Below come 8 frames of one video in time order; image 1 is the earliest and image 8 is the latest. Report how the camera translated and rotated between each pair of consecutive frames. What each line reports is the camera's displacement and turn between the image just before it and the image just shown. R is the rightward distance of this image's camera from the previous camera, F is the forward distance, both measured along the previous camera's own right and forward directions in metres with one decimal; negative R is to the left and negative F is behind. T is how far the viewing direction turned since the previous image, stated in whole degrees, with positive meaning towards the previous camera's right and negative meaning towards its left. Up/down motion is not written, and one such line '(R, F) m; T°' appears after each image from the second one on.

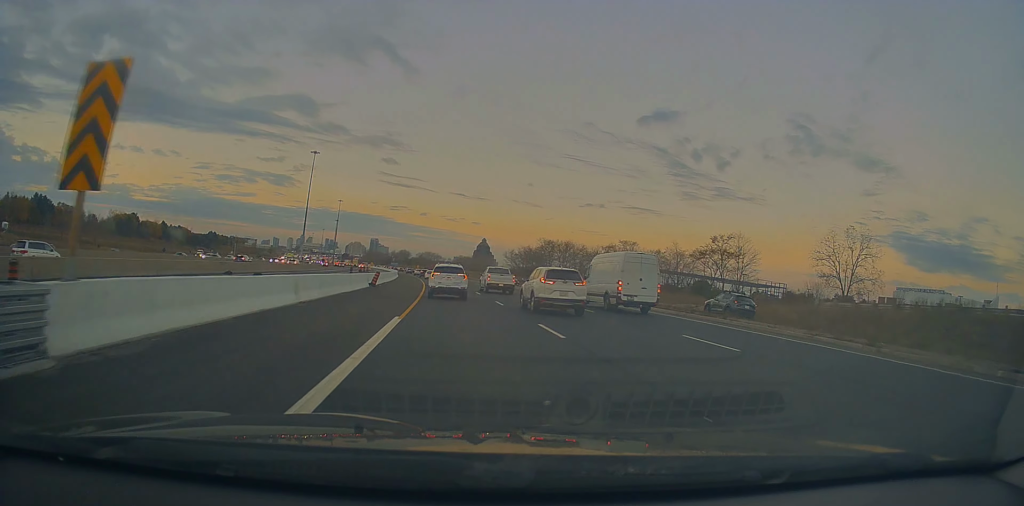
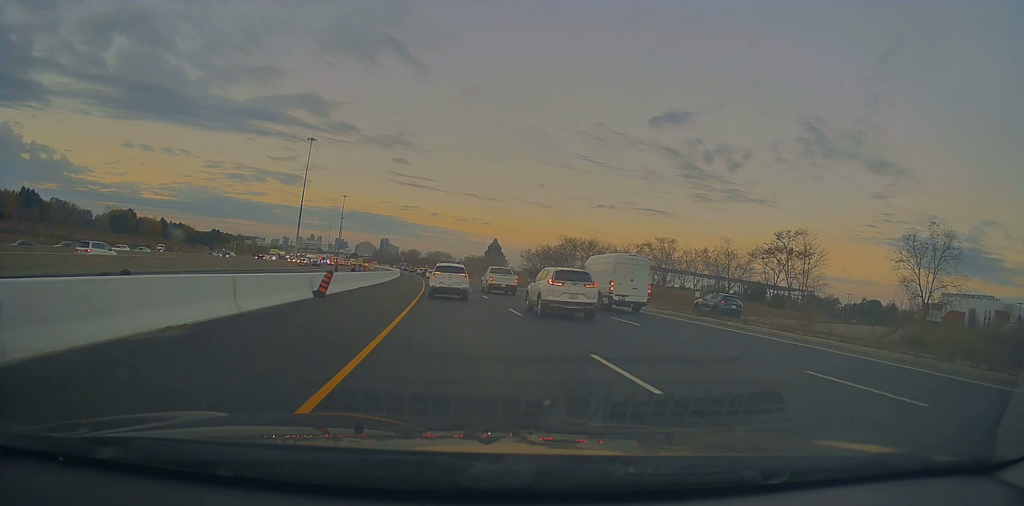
(+0.4, +17.5) m; -1°
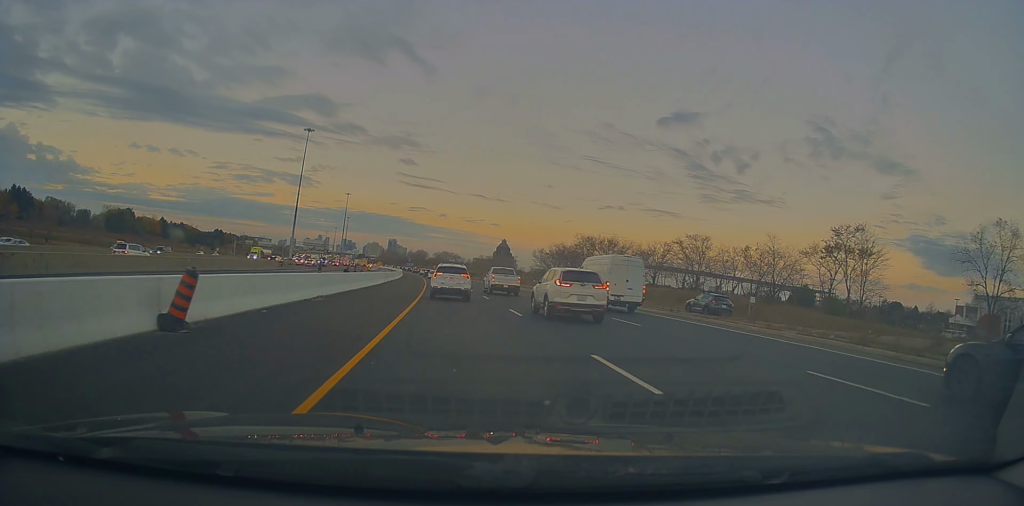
(-0.3, +12.0) m; -1°
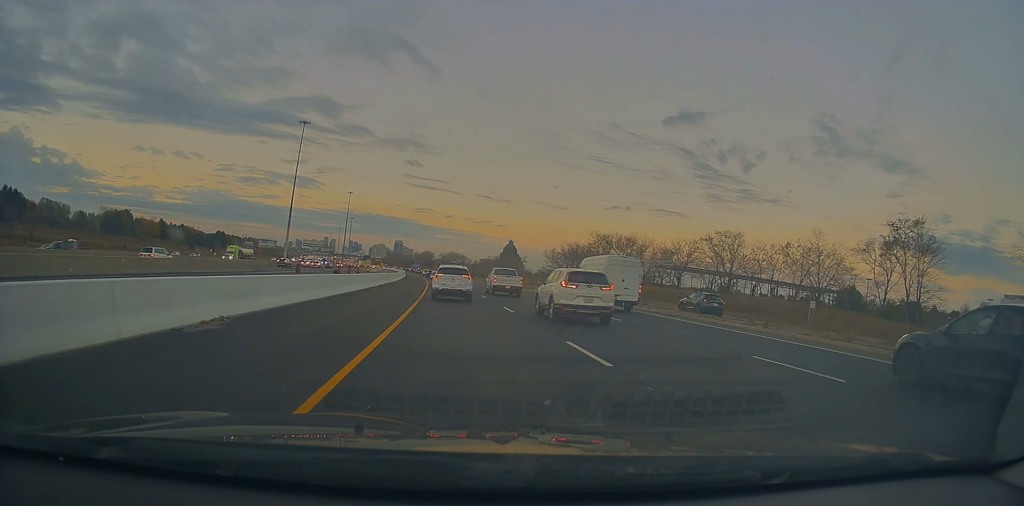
(-0.2, +10.0) m; -1°
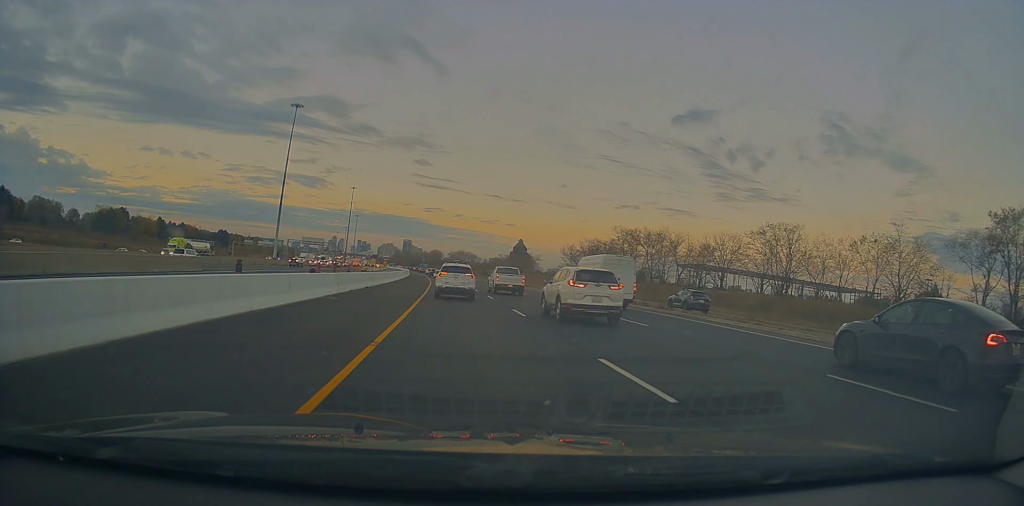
(+0.1, +14.6) m; 0°
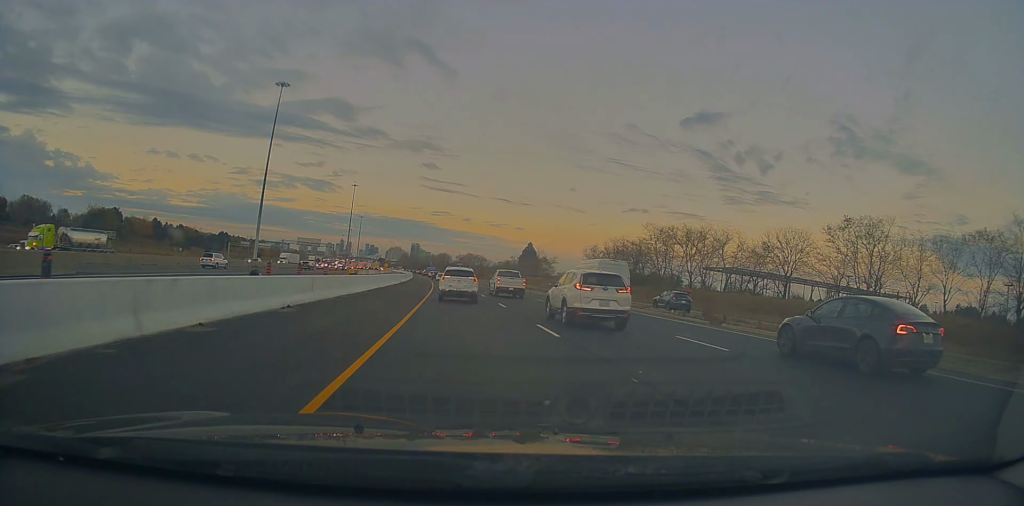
(0.0, +17.4) m; -1°
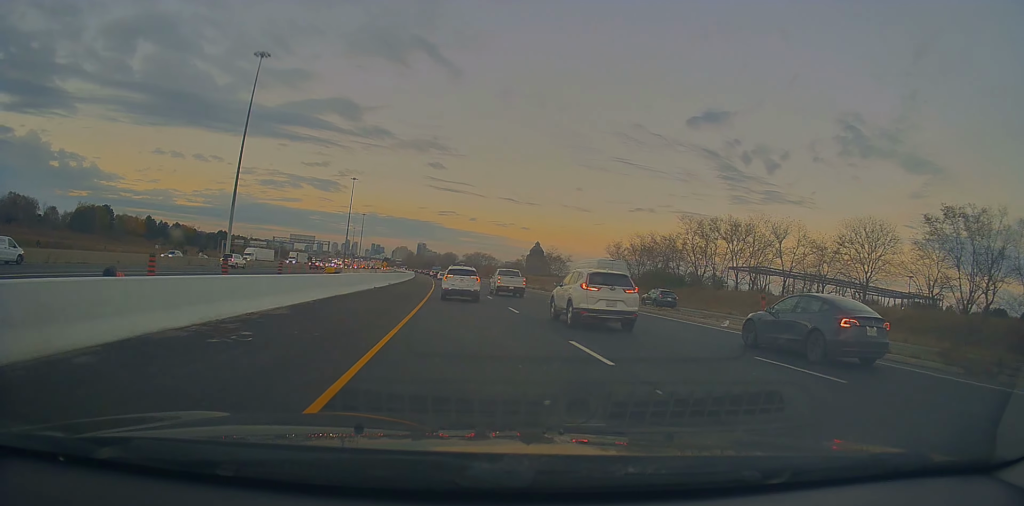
(-0.3, +16.4) m; -1°
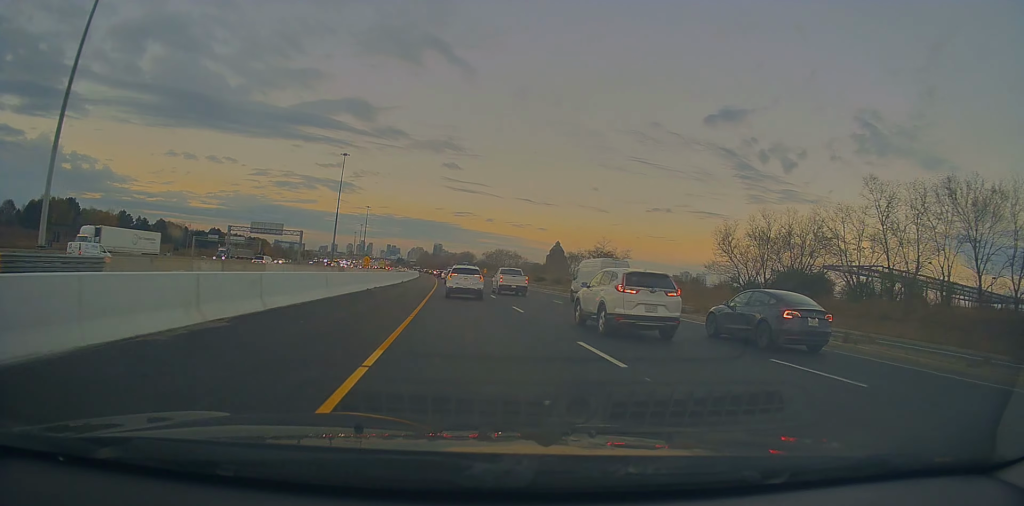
(-0.5, +49.0) m; -1°
